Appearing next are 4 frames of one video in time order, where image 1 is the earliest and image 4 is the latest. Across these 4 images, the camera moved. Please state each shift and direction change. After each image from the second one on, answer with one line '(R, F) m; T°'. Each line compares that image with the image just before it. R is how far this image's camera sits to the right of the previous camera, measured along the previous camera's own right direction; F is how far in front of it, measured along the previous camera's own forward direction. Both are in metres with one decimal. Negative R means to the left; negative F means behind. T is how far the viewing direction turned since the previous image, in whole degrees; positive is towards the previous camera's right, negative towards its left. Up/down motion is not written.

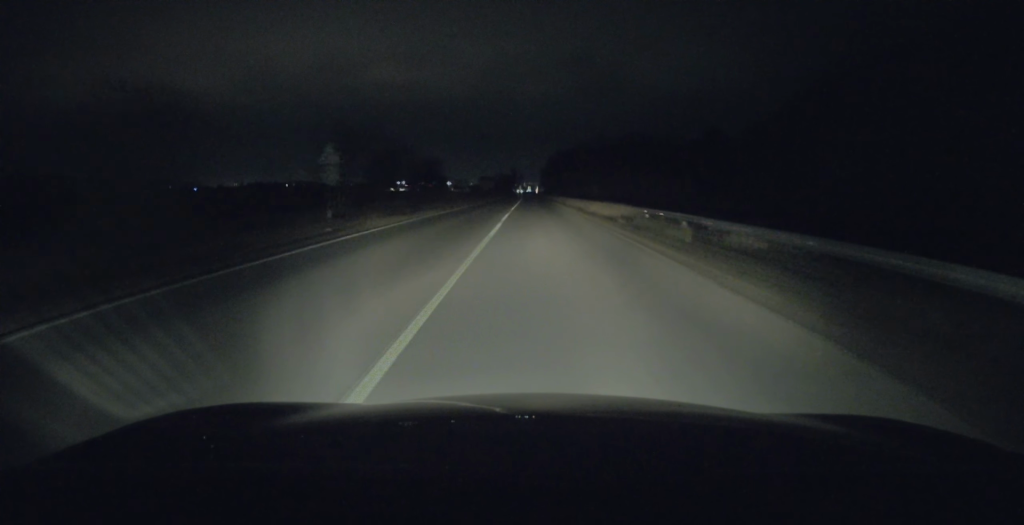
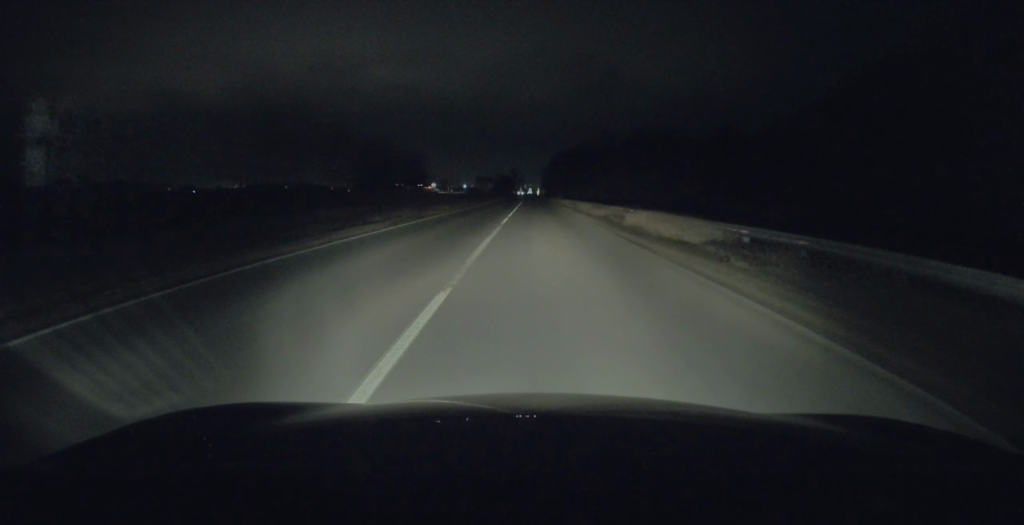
(0.0, +14.4) m; 0°
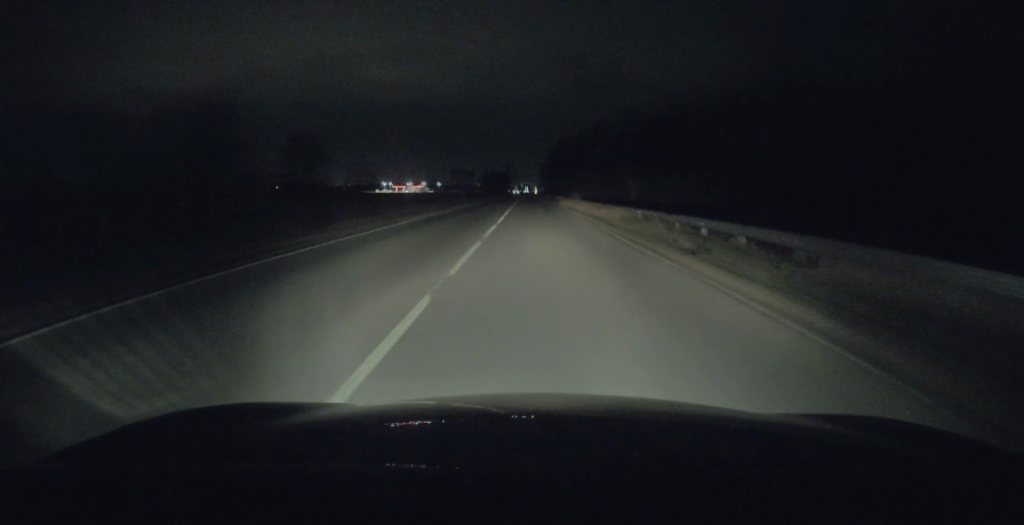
(+0.1, +45.7) m; 0°
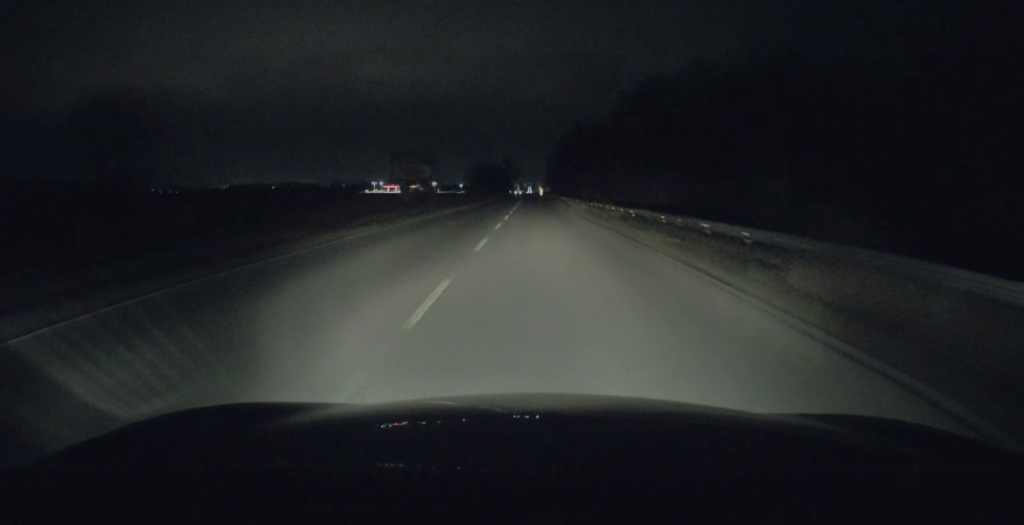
(+0.2, +57.1) m; -1°
